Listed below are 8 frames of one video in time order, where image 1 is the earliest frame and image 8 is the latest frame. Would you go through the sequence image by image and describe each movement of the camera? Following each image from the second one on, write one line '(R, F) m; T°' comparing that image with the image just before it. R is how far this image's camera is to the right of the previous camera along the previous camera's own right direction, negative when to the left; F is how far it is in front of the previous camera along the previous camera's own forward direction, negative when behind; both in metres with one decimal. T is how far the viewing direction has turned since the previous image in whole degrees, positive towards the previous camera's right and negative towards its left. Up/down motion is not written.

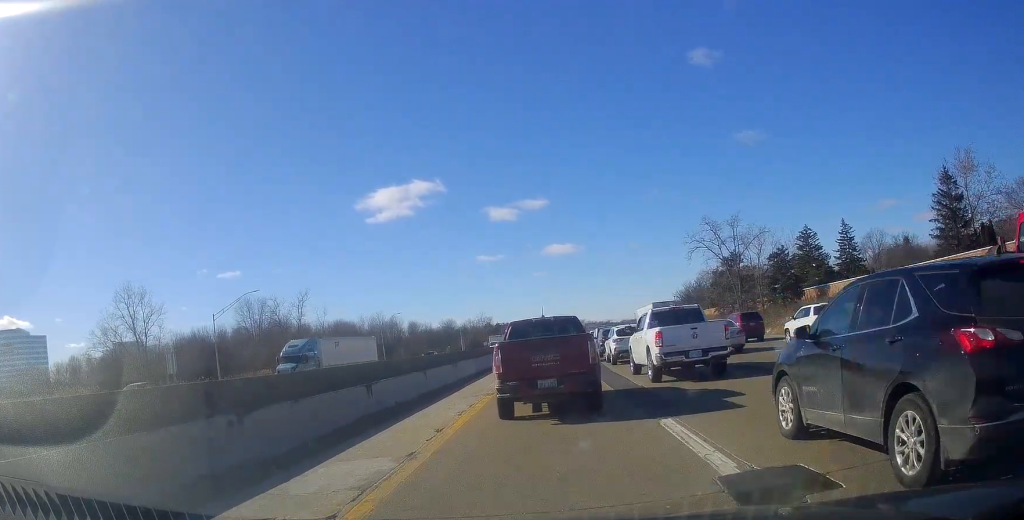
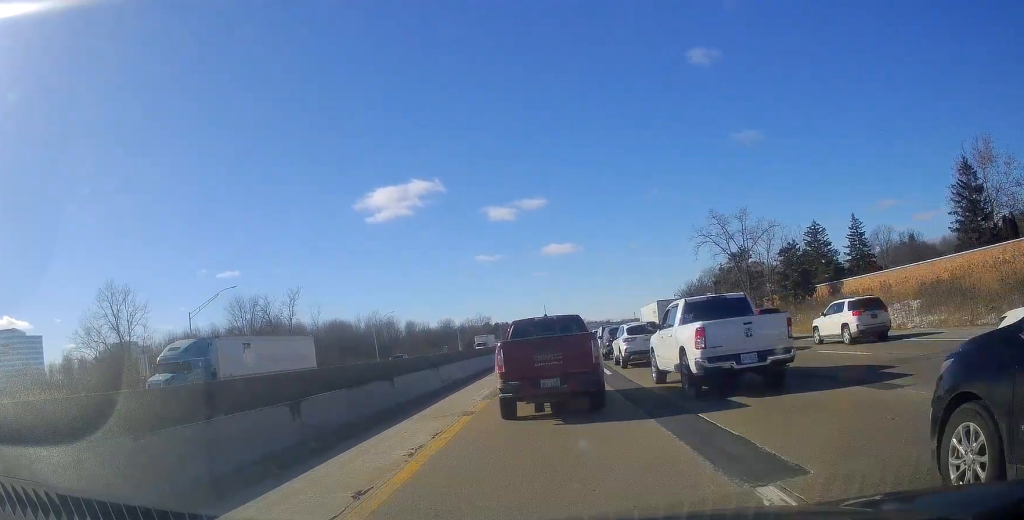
(-0.4, +4.6) m; 0°
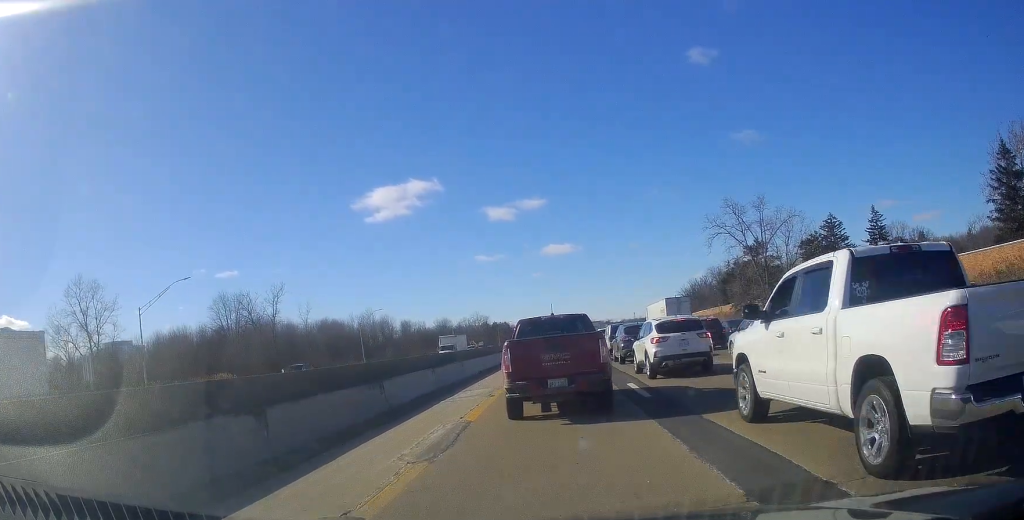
(+0.8, +8.0) m; +2°
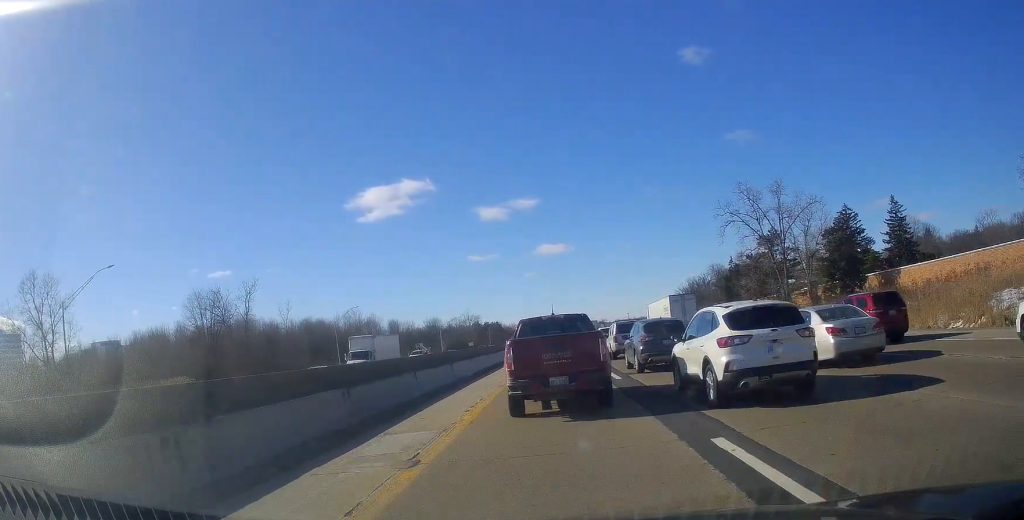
(-0.3, +9.1) m; -2°
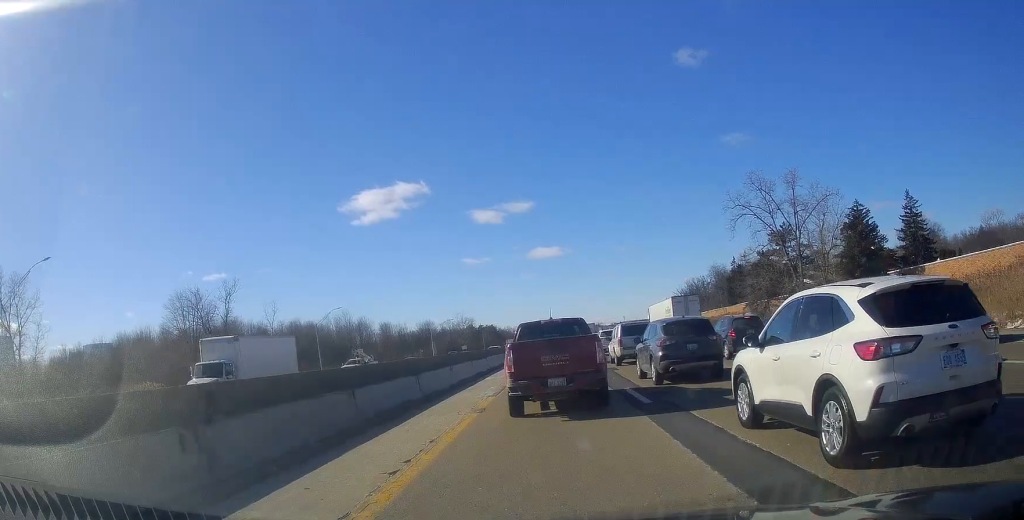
(0.0, +6.3) m; +1°
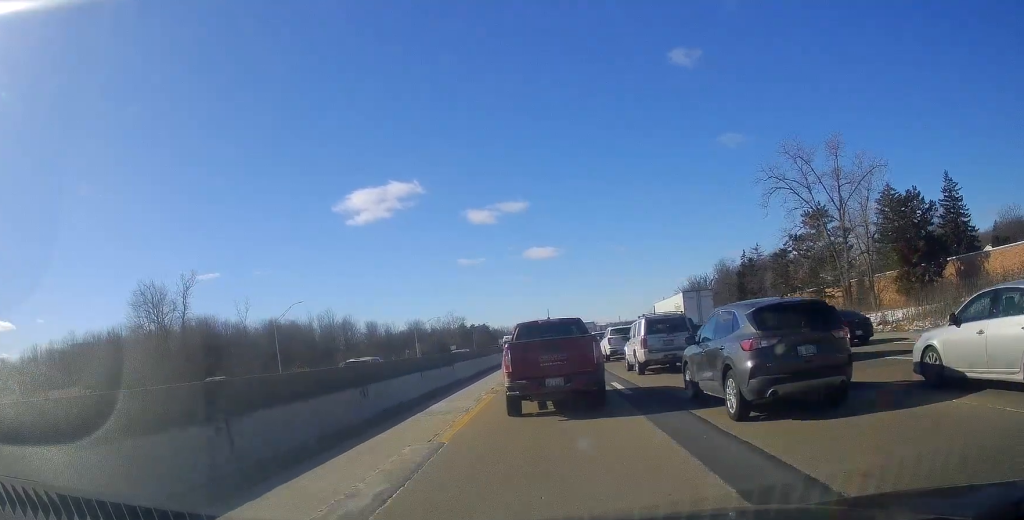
(+0.5, +12.5) m; +2°
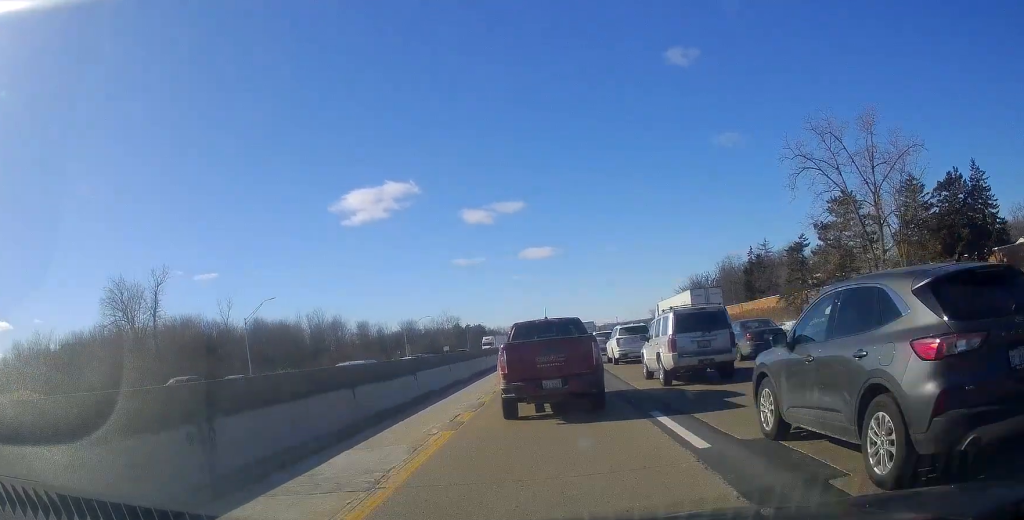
(-0.1, +7.5) m; 0°
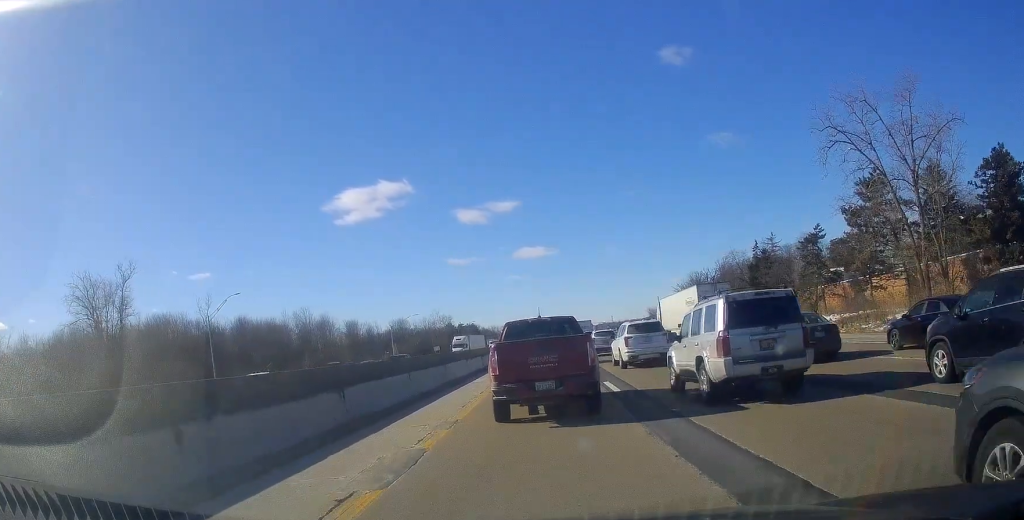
(-0.1, +7.2) m; 0°
